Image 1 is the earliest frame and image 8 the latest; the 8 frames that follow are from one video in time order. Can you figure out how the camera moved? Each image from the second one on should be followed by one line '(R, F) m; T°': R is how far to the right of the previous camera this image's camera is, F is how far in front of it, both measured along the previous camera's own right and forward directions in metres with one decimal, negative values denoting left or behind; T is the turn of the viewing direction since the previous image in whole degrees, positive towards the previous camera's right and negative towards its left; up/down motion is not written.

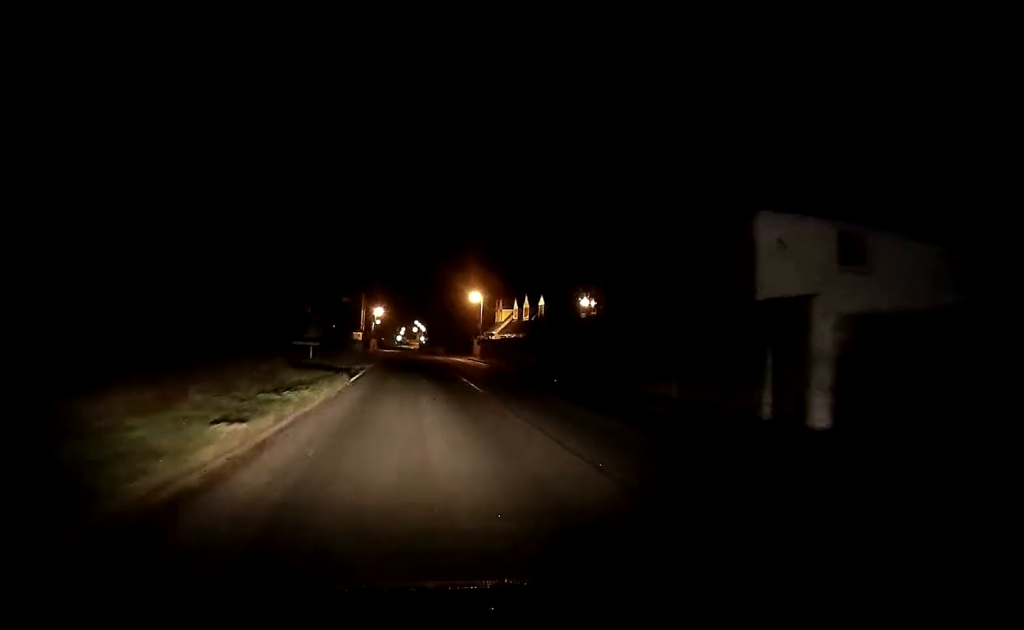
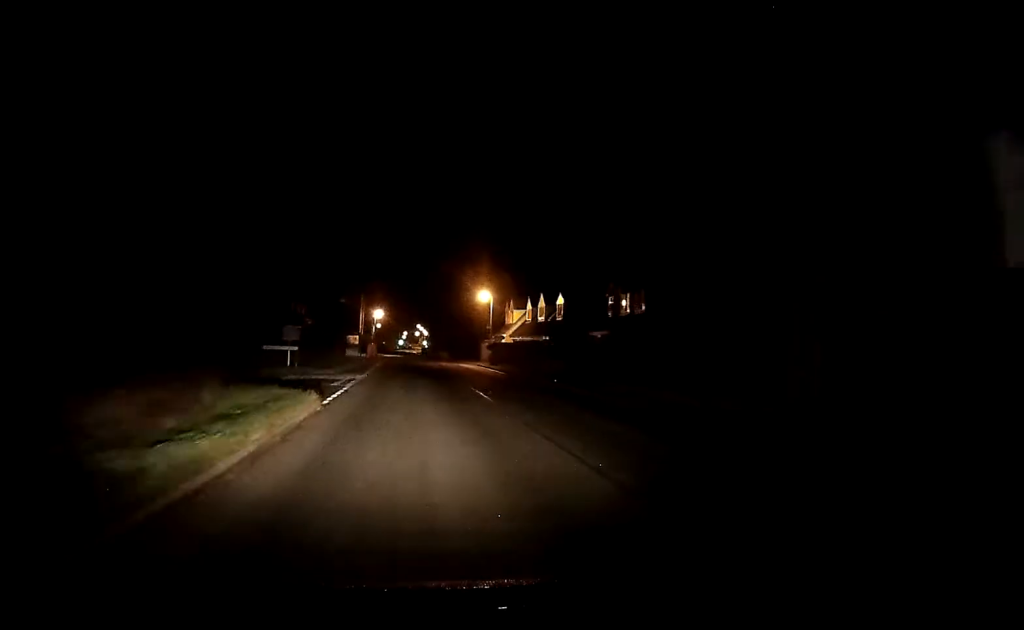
(-0.1, +6.9) m; -1°
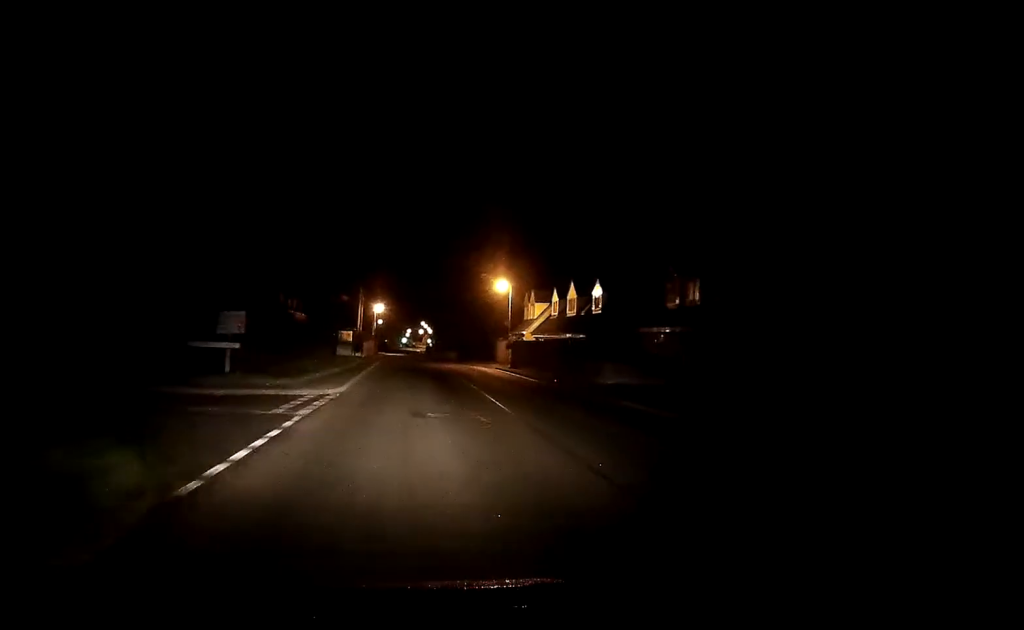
(0.0, +10.0) m; 0°
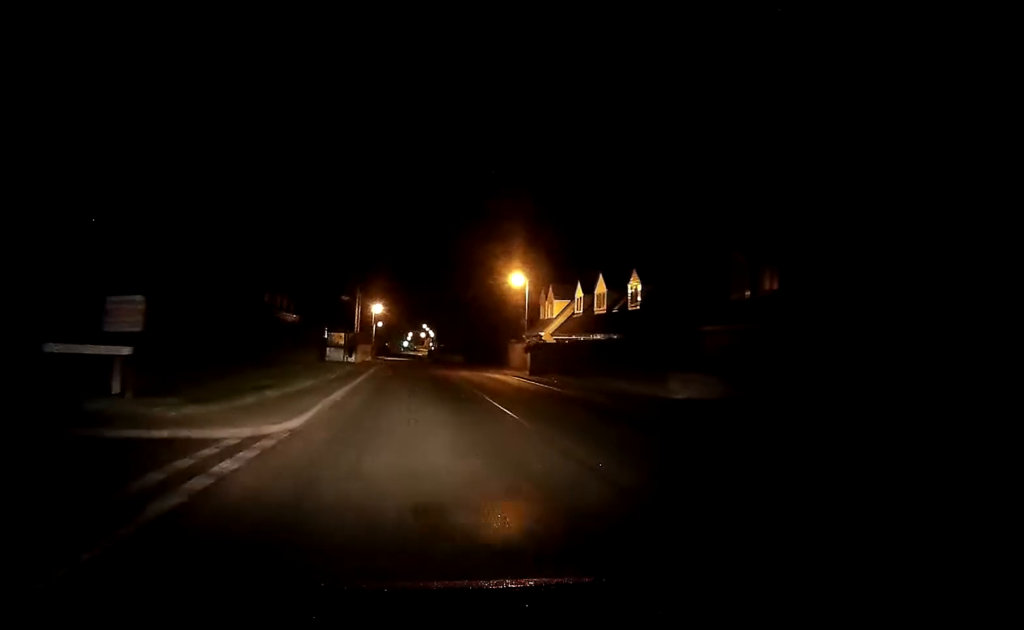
(0.0, +7.5) m; 0°
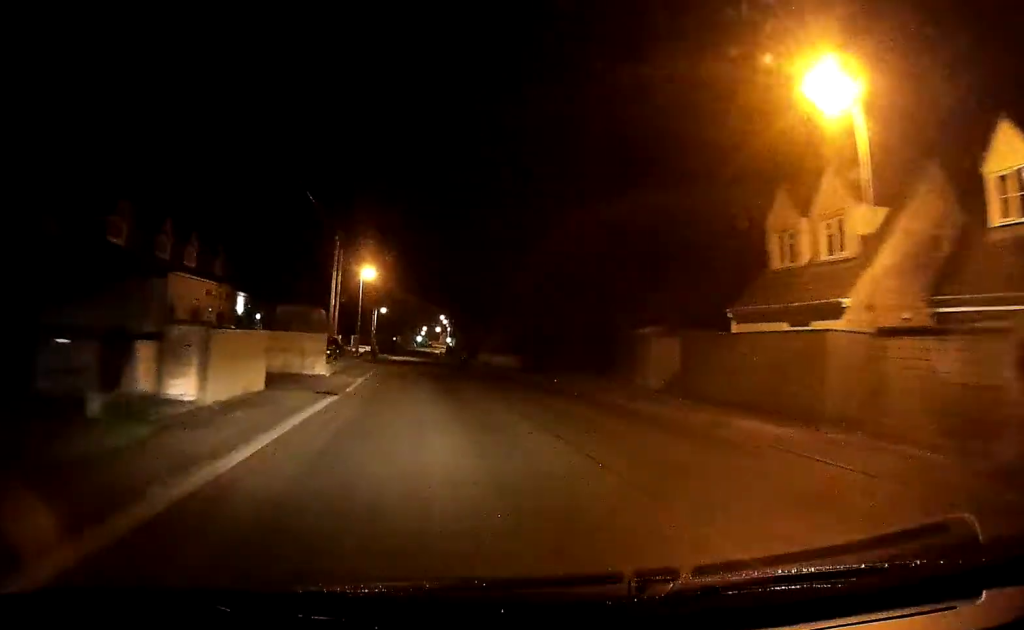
(-0.2, +36.1) m; 0°
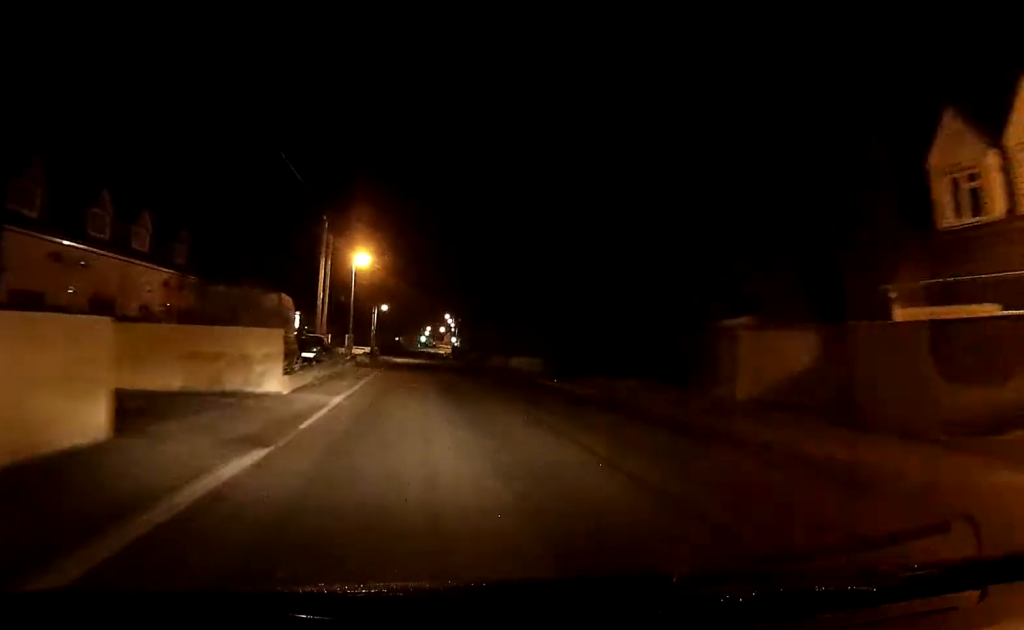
(-0.1, +8.1) m; +1°
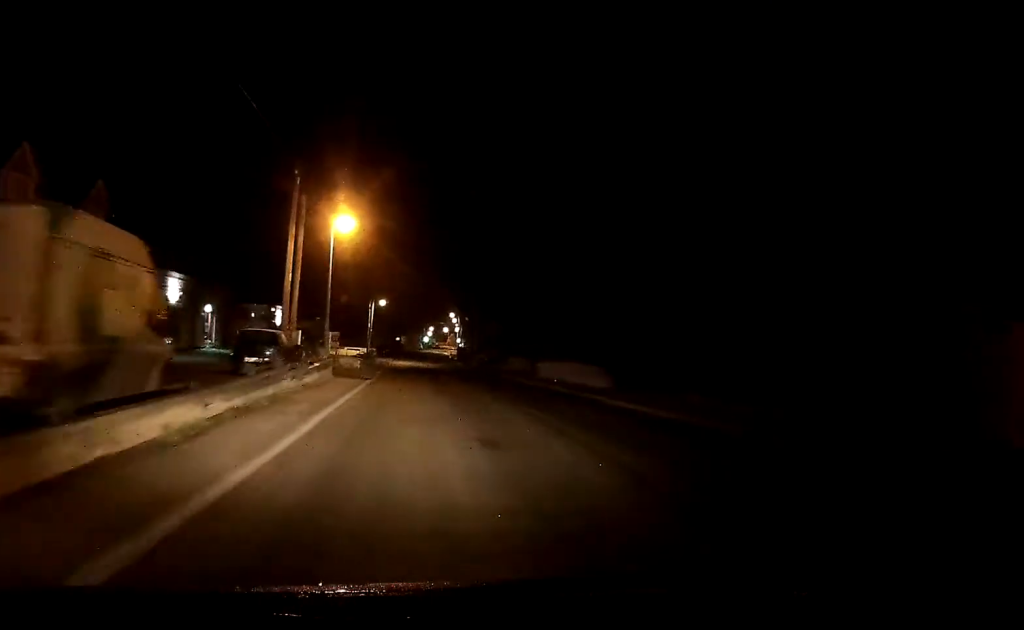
(+0.3, +11.2) m; -2°
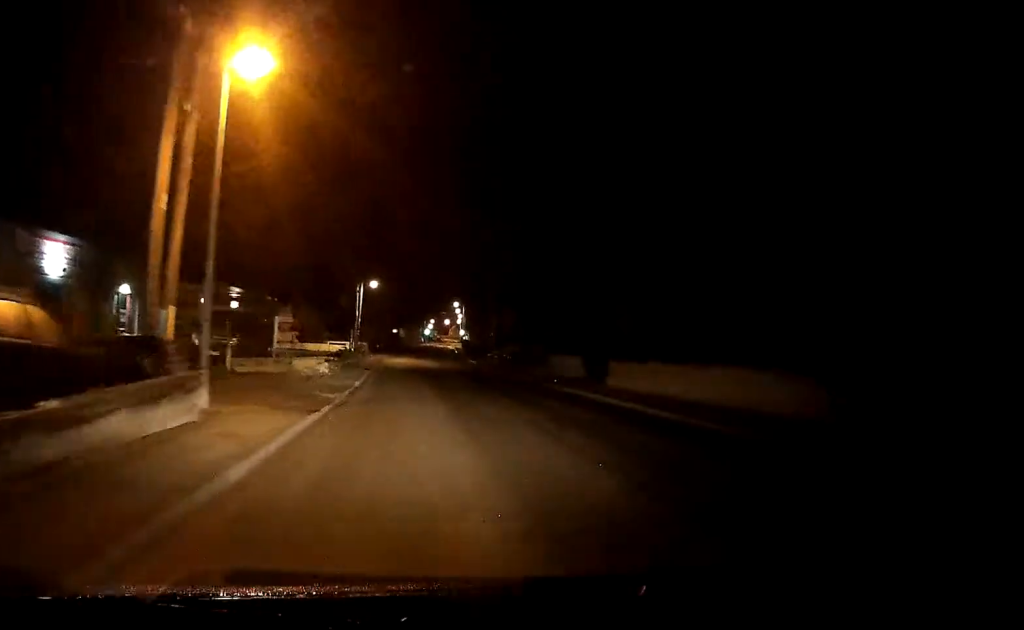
(-0.8, +15.5) m; -2°
